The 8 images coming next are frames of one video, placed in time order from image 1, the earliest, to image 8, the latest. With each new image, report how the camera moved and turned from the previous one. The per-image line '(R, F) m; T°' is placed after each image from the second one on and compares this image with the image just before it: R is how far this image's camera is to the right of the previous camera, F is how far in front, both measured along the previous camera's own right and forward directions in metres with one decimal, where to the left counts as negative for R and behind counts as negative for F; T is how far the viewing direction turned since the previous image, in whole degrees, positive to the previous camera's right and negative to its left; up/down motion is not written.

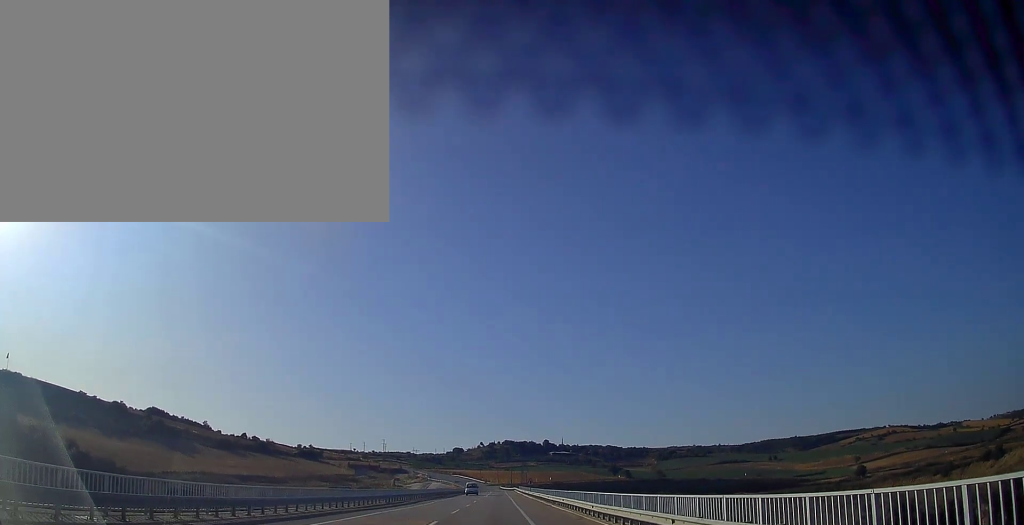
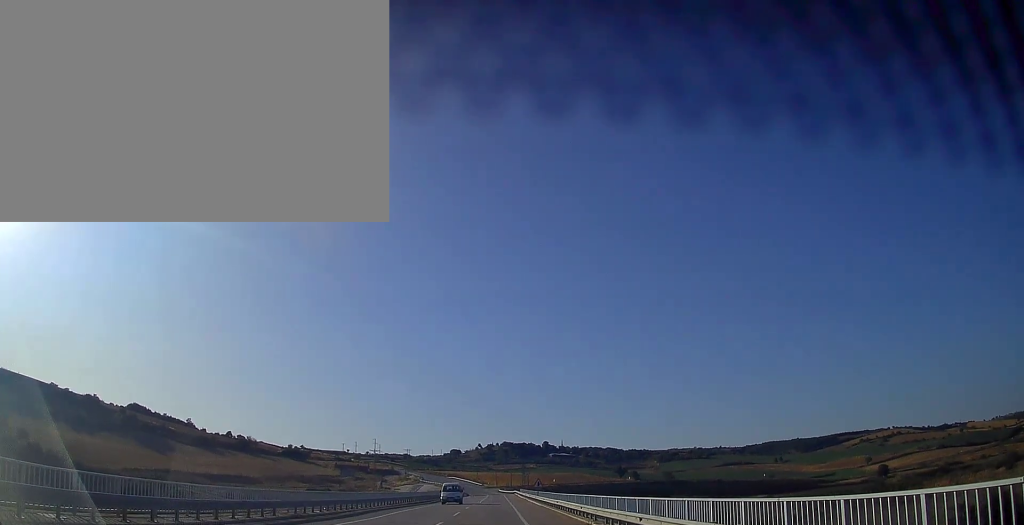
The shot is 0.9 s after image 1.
(+0.1, +21.2) m; 0°
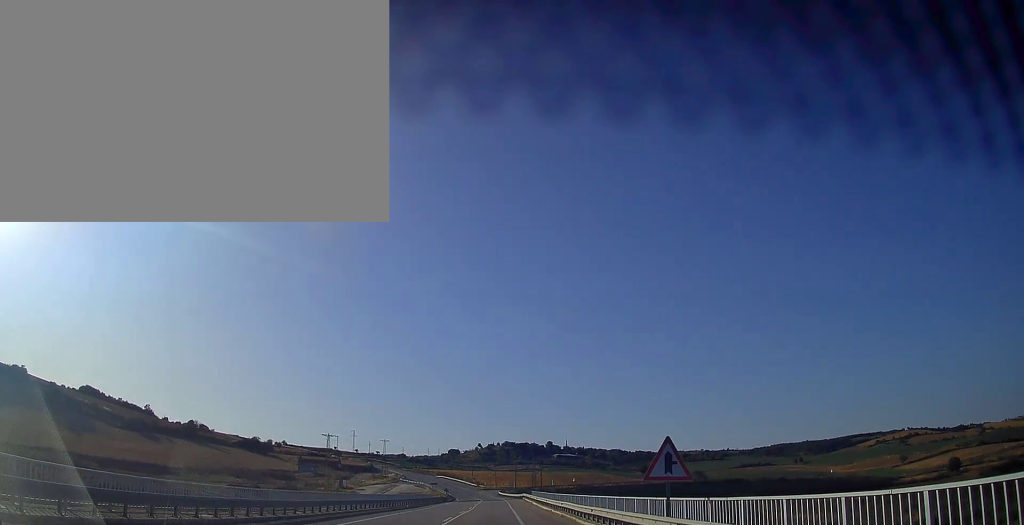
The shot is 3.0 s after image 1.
(-0.2, +52.9) m; -1°
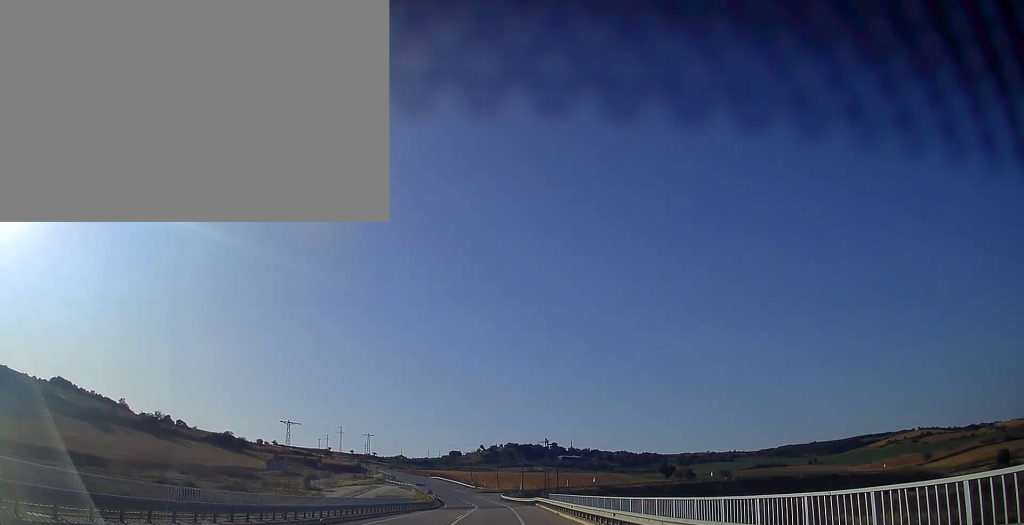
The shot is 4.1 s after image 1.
(0.0, +28.4) m; 0°
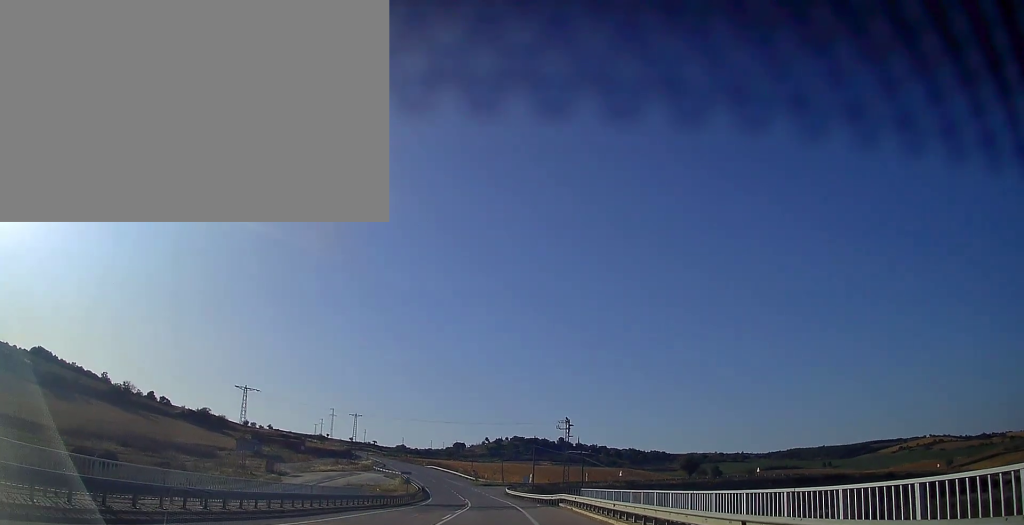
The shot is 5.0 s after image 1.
(0.0, +22.6) m; 0°
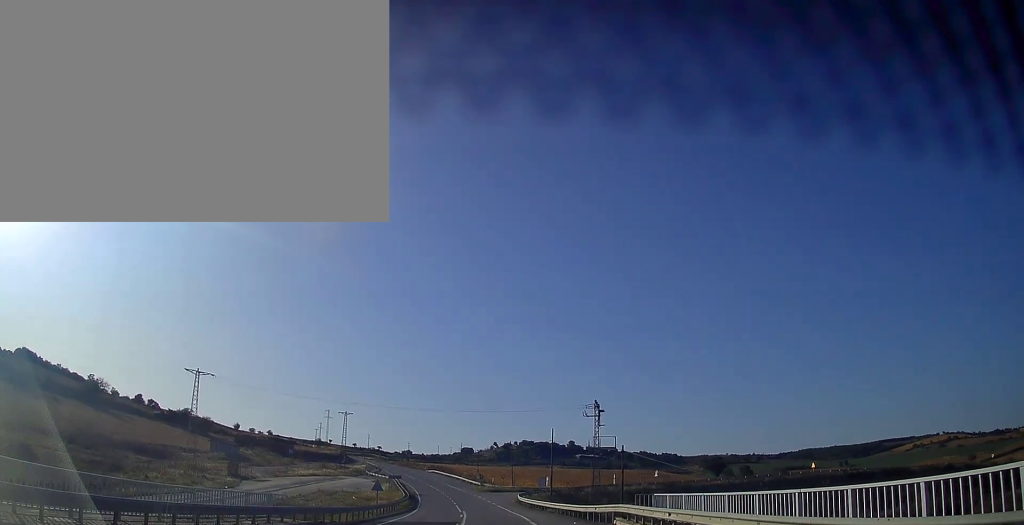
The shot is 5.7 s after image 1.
(+0.1, +17.6) m; 0°
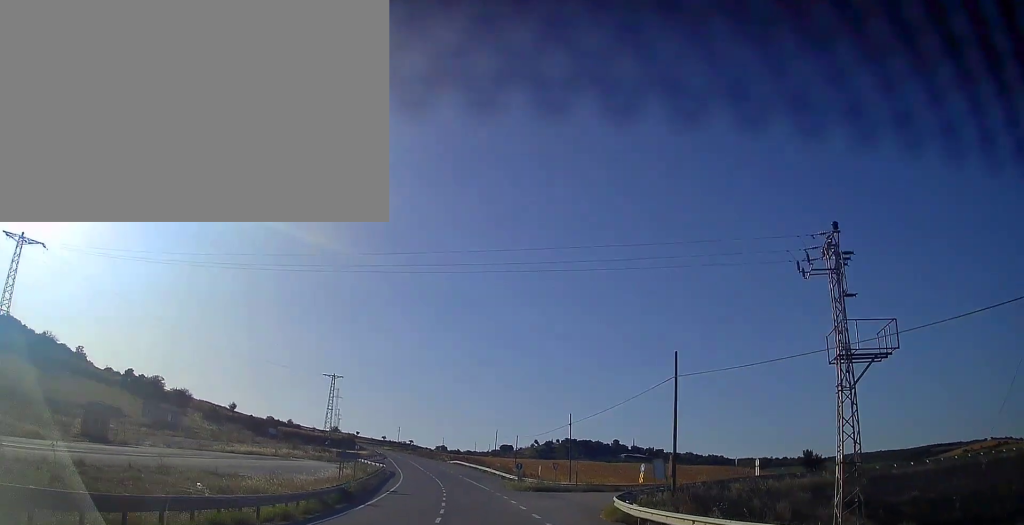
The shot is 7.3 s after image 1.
(-0.8, +38.0) m; -3°
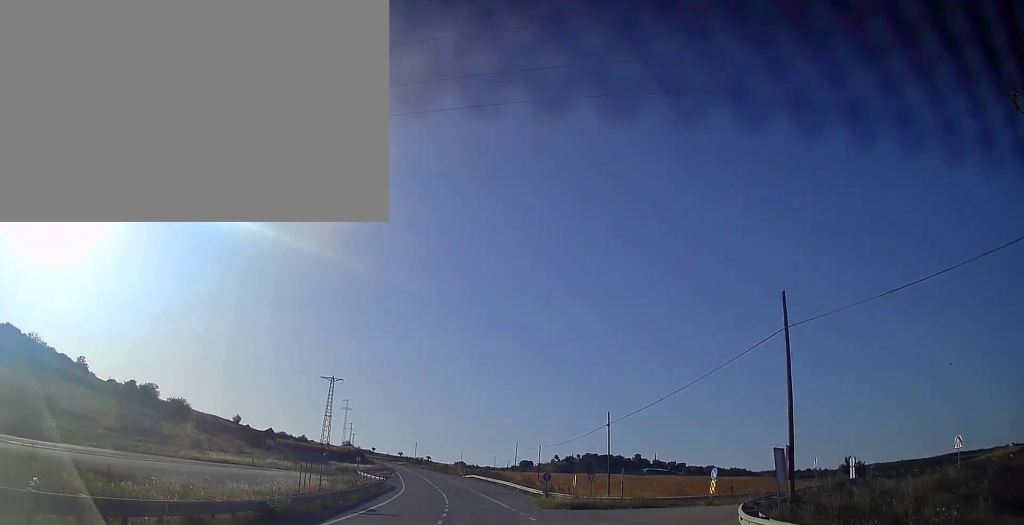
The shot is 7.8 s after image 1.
(0.0, +12.2) m; -1°
